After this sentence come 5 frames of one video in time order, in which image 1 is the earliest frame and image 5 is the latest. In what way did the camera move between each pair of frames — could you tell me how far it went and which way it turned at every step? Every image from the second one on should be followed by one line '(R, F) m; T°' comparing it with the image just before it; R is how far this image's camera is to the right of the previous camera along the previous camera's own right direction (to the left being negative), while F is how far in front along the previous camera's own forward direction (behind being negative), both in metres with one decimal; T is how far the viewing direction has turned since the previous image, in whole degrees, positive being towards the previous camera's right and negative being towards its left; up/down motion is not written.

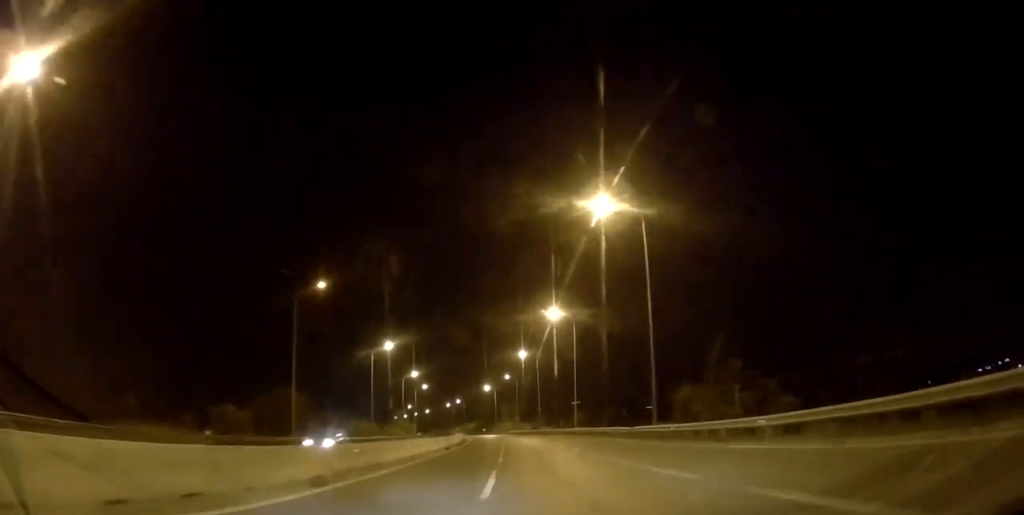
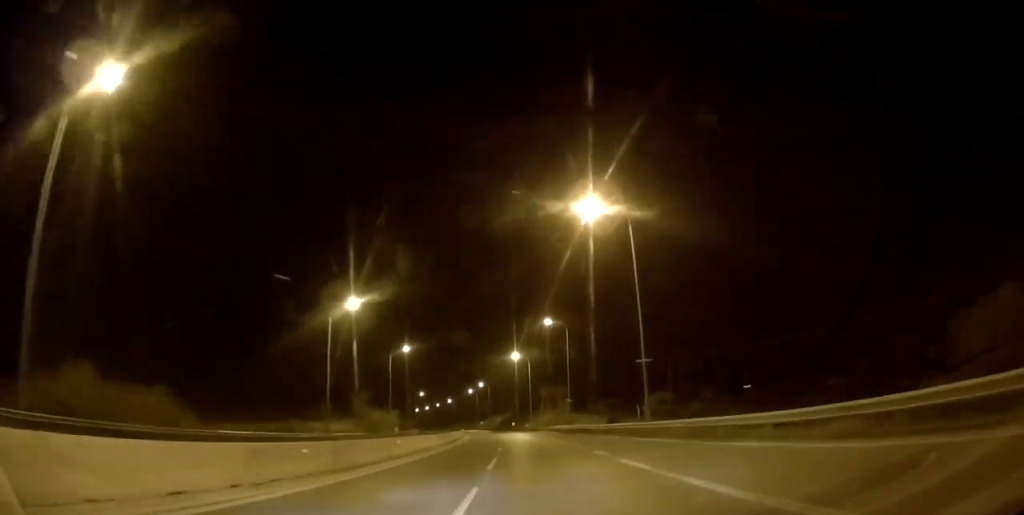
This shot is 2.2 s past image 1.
(-3.0, +64.5) m; -5°
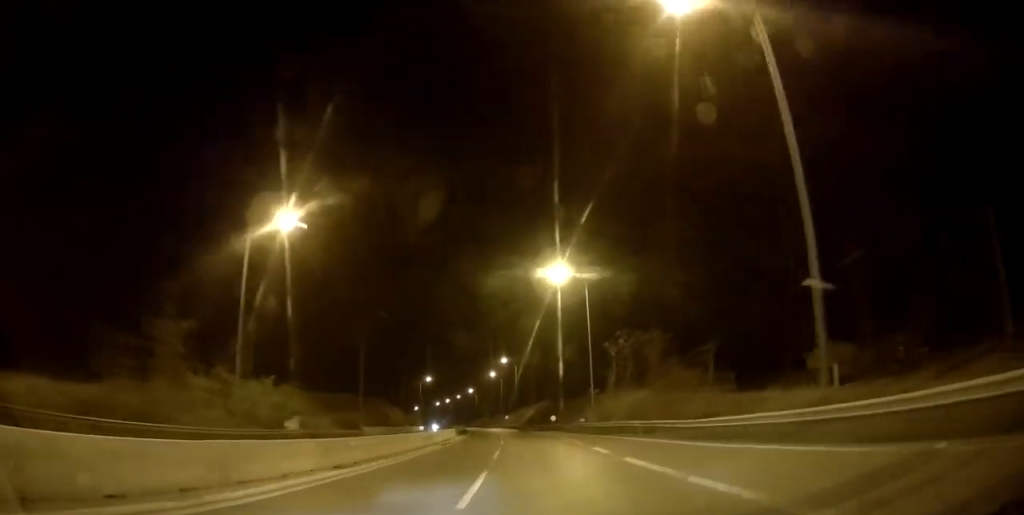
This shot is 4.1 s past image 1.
(-0.7, +55.8) m; -3°
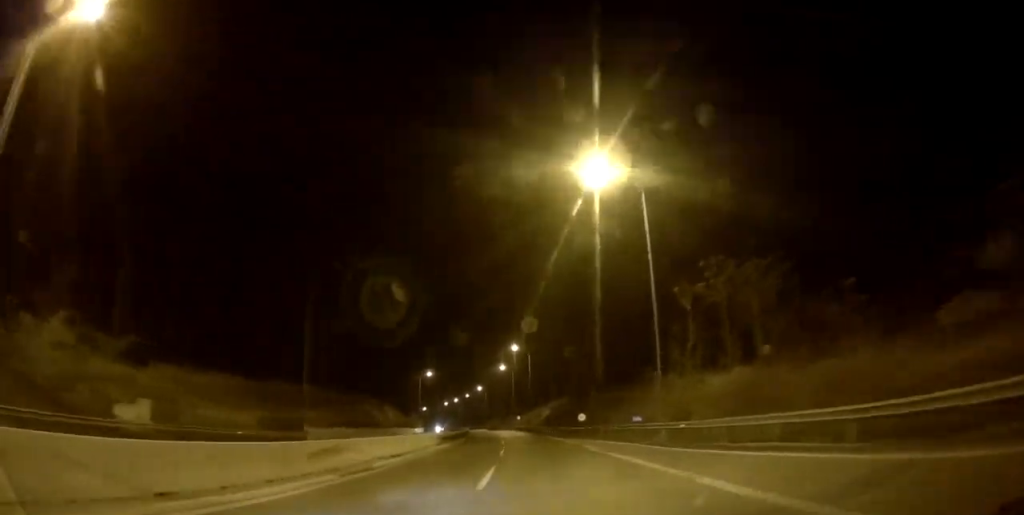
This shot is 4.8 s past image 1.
(-0.3, +21.2) m; -2°
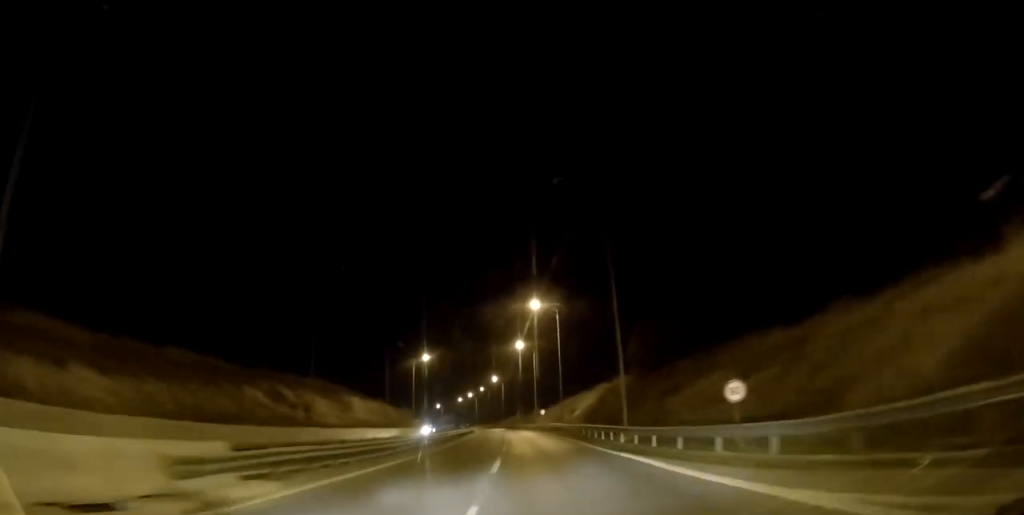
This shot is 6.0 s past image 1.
(-0.8, +33.4) m; -2°
